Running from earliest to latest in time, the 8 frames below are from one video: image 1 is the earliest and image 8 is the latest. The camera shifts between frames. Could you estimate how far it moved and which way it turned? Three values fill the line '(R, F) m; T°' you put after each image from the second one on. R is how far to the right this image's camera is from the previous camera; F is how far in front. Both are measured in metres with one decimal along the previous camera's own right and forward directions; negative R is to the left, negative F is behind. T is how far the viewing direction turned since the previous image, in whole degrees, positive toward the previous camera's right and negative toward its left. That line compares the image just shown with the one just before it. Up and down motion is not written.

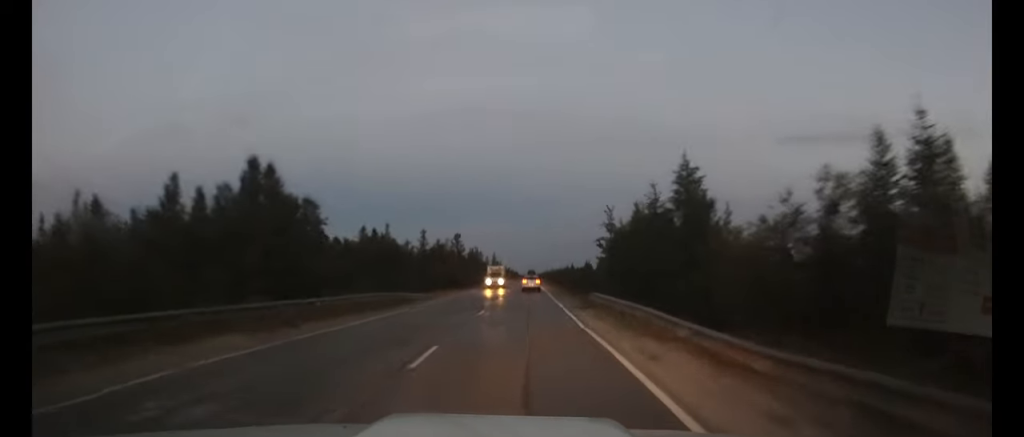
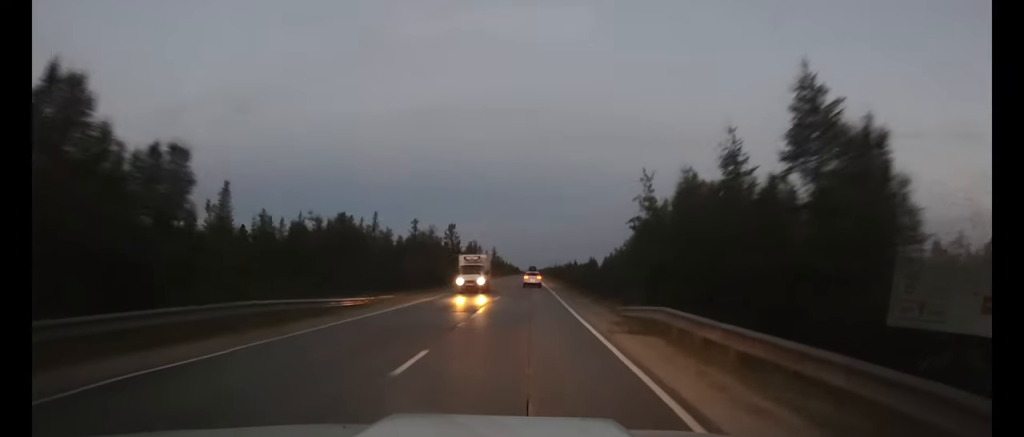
(0.0, +15.5) m; 0°
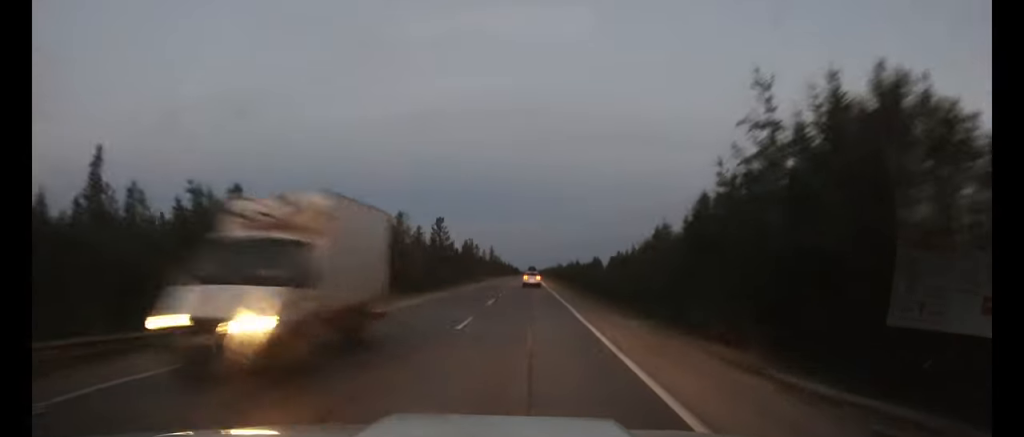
(0.0, +17.4) m; 0°
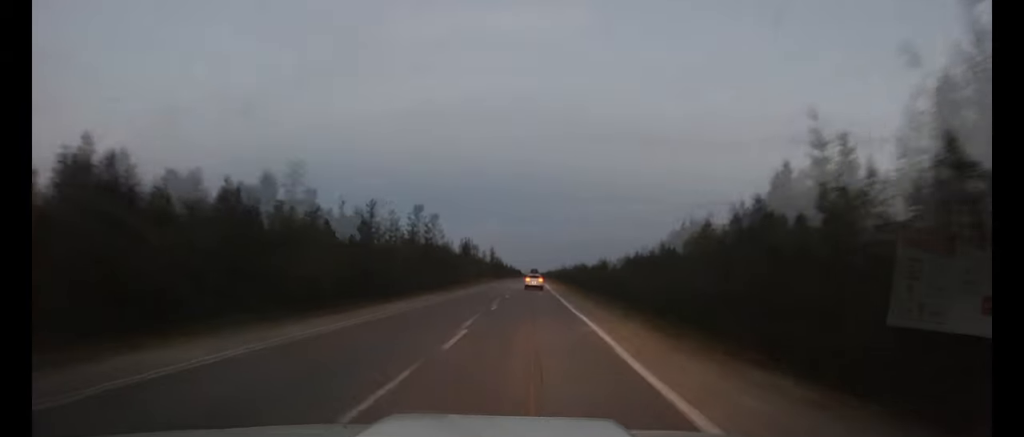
(0.0, +8.9) m; 0°
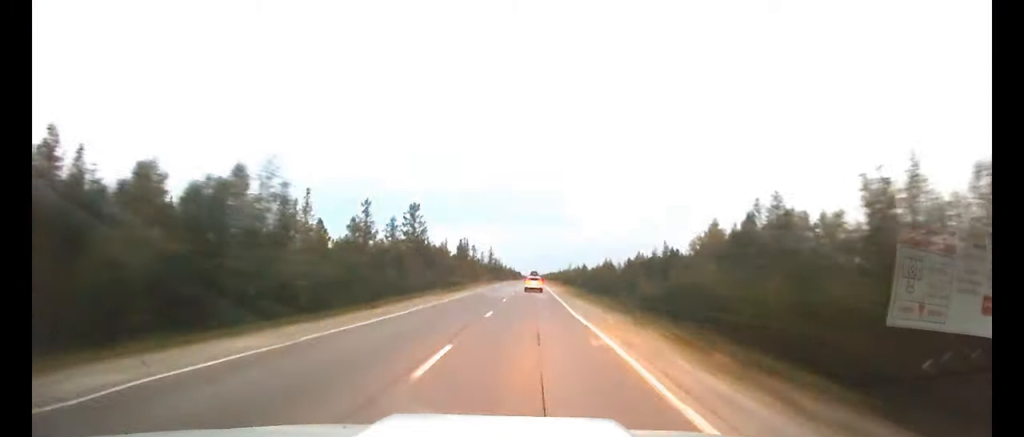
(0.0, +15.2) m; 0°
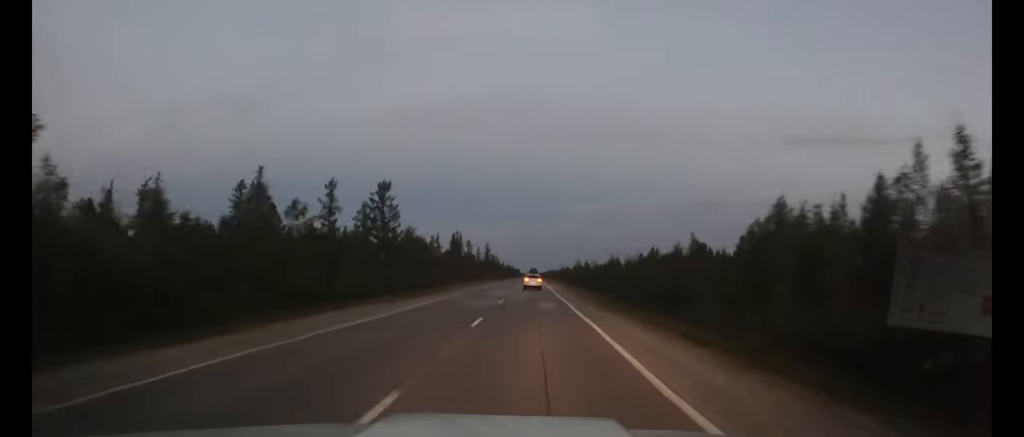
(0.0, +15.2) m; 0°
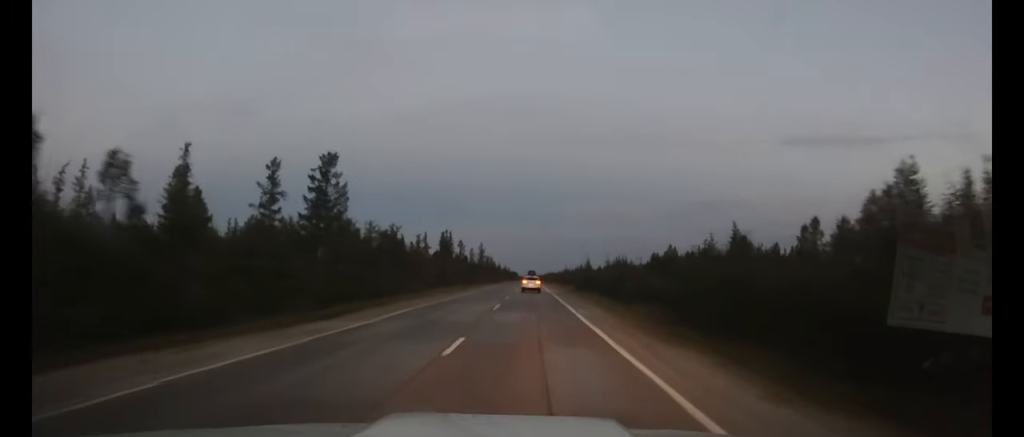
(0.0, +16.7) m; 0°
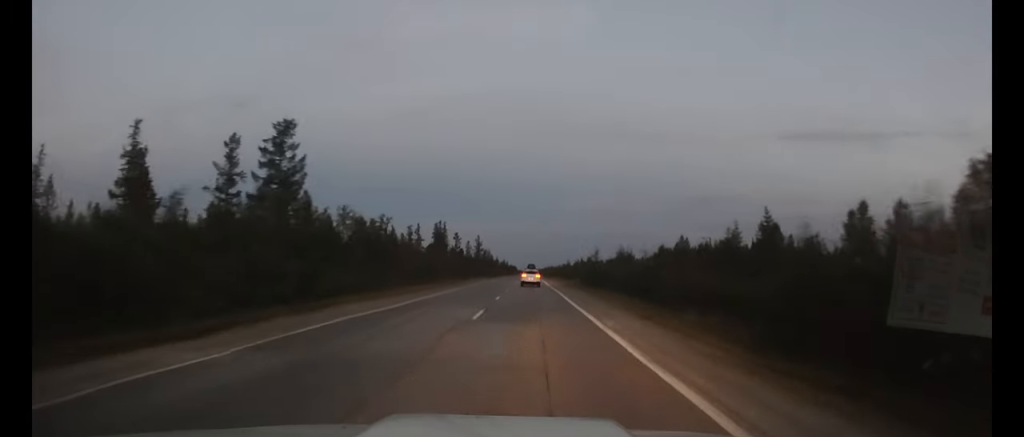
(0.0, +8.9) m; 0°
